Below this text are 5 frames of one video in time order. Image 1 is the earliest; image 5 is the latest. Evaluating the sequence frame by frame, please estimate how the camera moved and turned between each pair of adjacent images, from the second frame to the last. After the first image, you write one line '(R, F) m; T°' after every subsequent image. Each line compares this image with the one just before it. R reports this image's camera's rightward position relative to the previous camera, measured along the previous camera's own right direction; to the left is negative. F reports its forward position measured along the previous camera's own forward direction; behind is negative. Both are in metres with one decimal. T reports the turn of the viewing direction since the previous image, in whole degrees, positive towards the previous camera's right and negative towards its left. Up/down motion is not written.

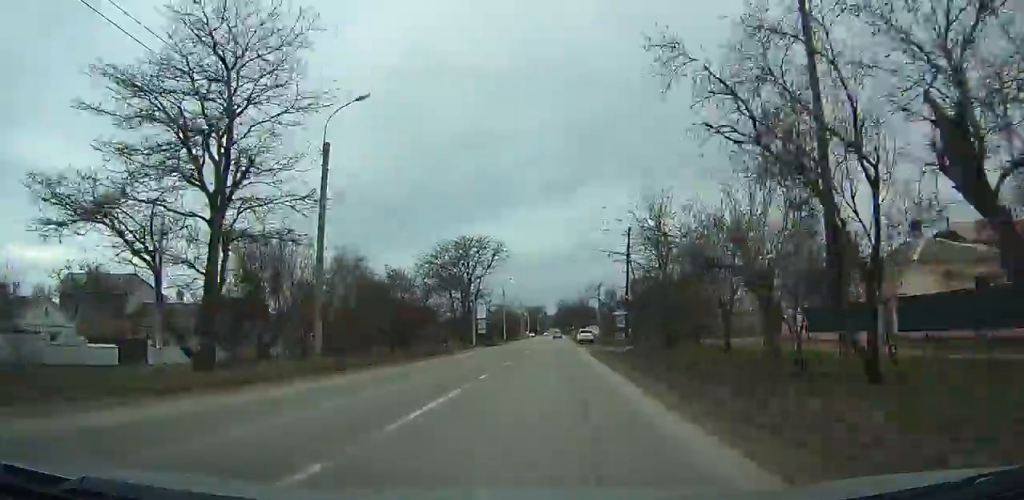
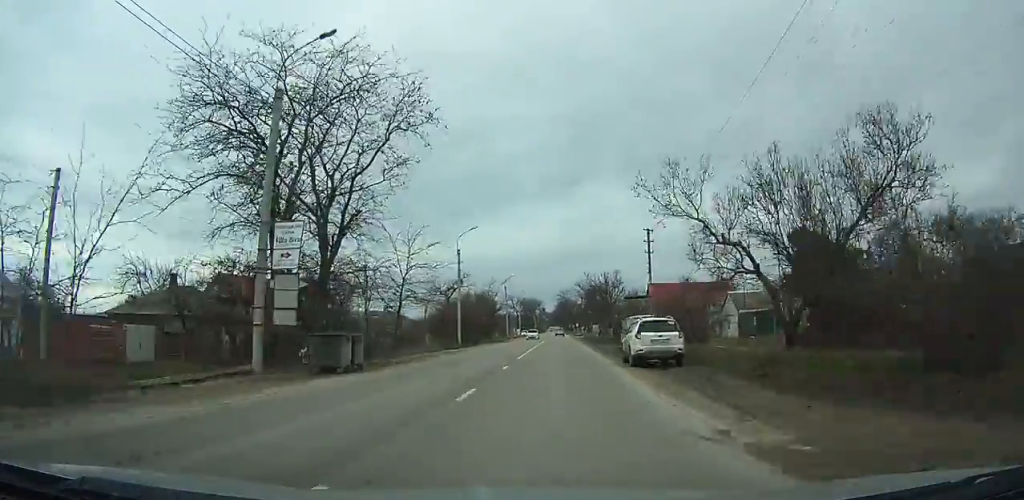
(+0.2, +45.8) m; 0°
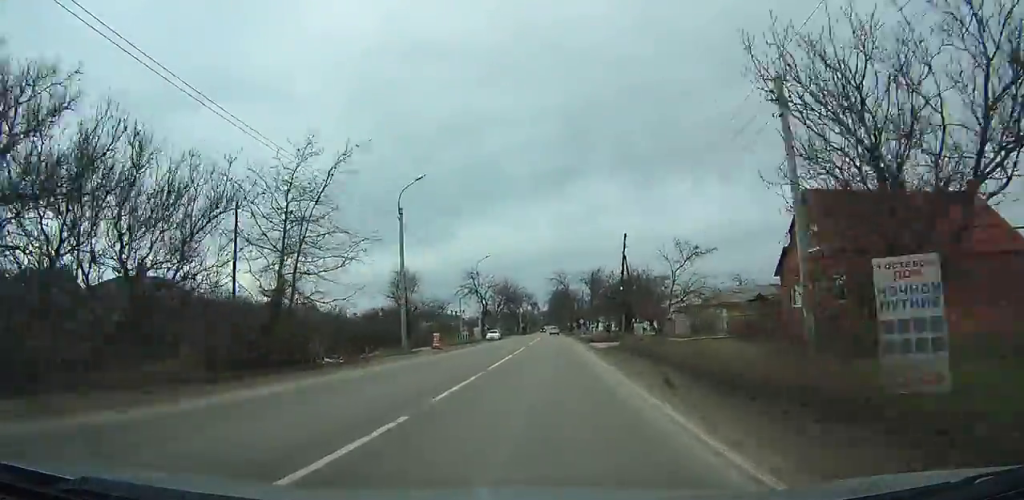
(-0.1, +62.8) m; 0°
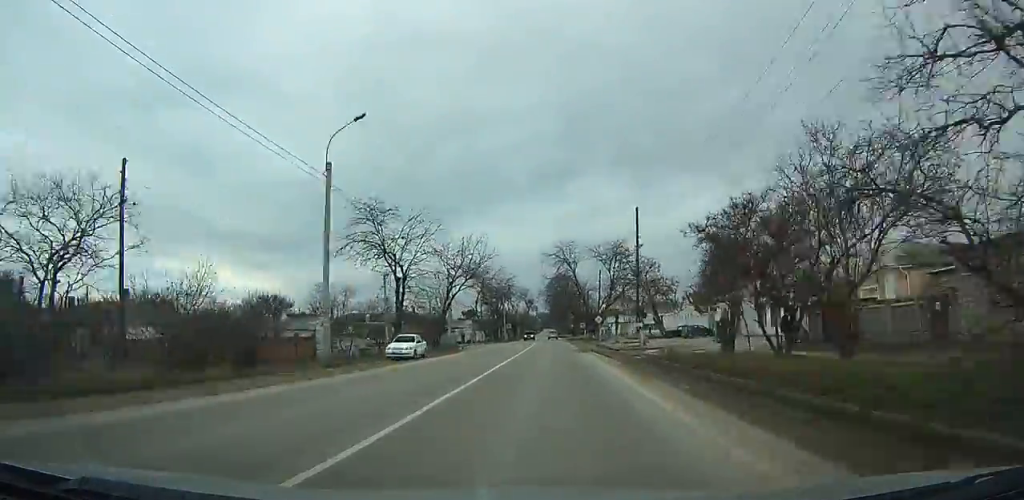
(-0.2, +48.9) m; 0°
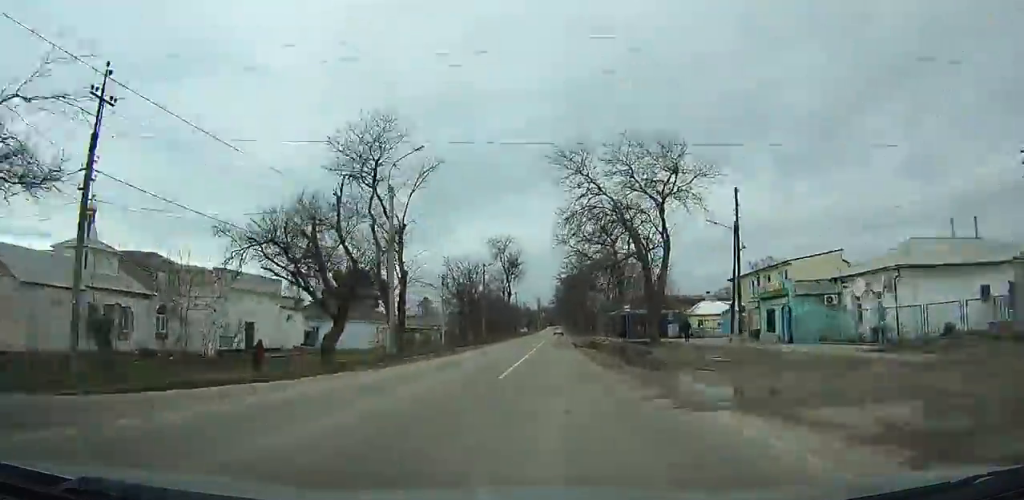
(-0.4, +121.1) m; 0°
